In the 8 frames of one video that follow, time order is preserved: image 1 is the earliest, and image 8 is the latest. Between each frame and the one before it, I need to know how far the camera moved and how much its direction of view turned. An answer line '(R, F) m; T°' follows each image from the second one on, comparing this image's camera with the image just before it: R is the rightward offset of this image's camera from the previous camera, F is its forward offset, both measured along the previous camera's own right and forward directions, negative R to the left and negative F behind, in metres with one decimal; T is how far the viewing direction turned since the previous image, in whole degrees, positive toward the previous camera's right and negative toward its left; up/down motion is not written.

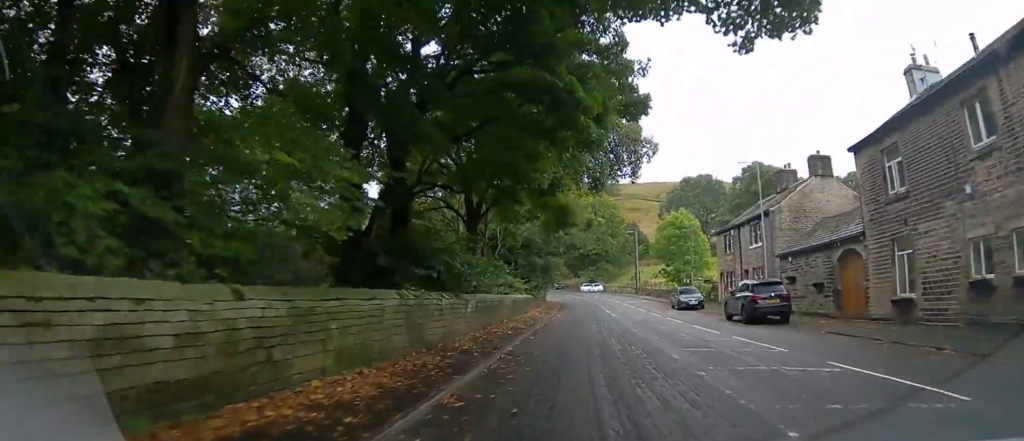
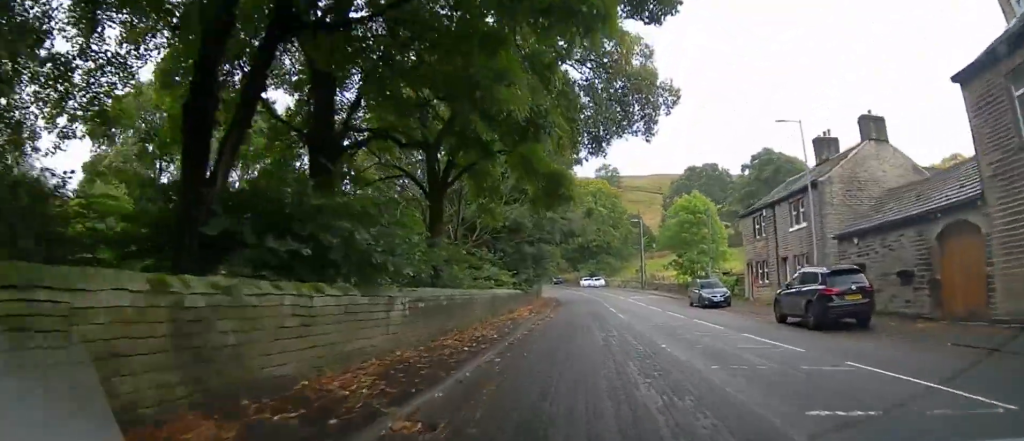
(0.0, +7.1) m; 0°
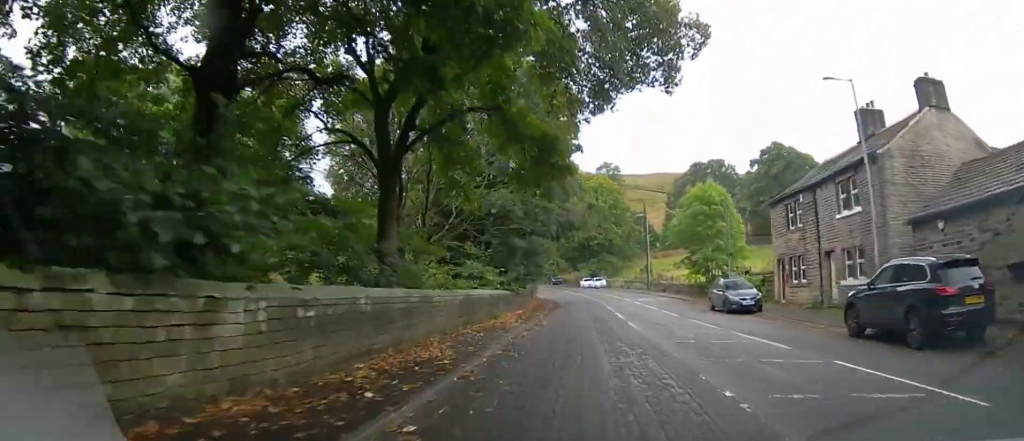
(0.0, +5.5) m; 0°
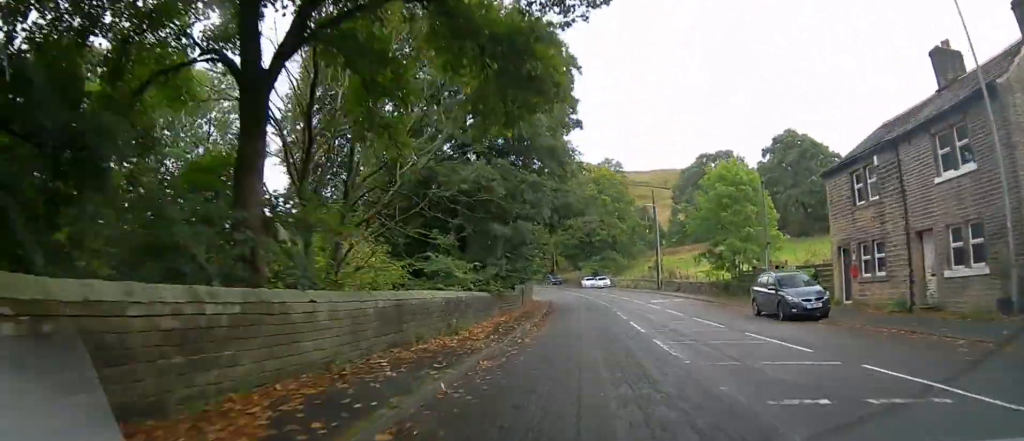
(0.0, +7.2) m; -1°
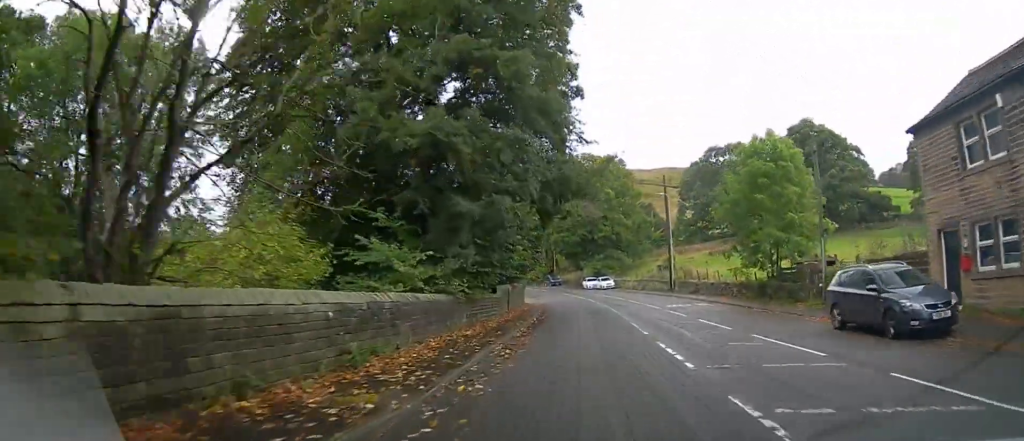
(0.0, +6.9) m; -1°
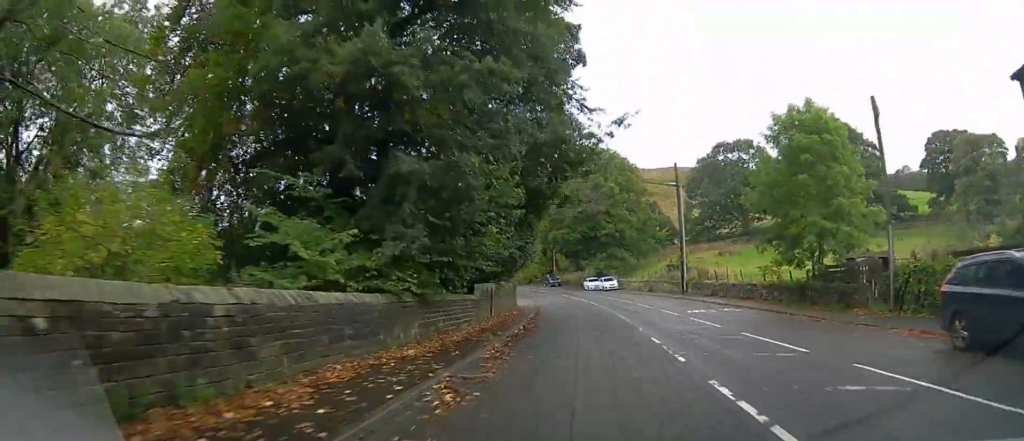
(-0.1, +5.2) m; 0°
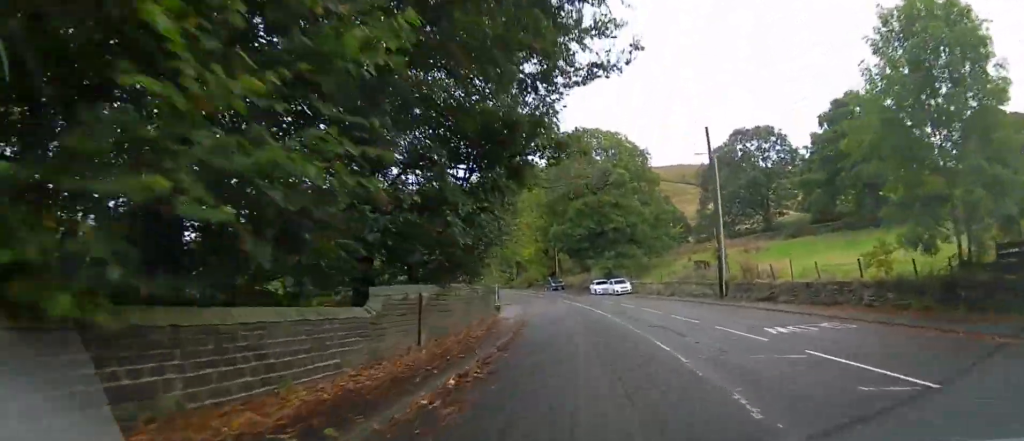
(-0.1, +9.9) m; -1°
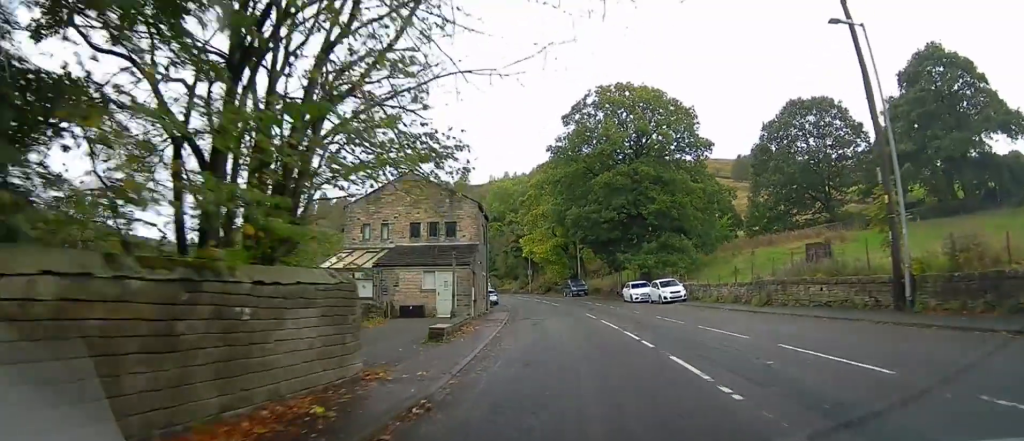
(-0.2, +16.5) m; -2°
